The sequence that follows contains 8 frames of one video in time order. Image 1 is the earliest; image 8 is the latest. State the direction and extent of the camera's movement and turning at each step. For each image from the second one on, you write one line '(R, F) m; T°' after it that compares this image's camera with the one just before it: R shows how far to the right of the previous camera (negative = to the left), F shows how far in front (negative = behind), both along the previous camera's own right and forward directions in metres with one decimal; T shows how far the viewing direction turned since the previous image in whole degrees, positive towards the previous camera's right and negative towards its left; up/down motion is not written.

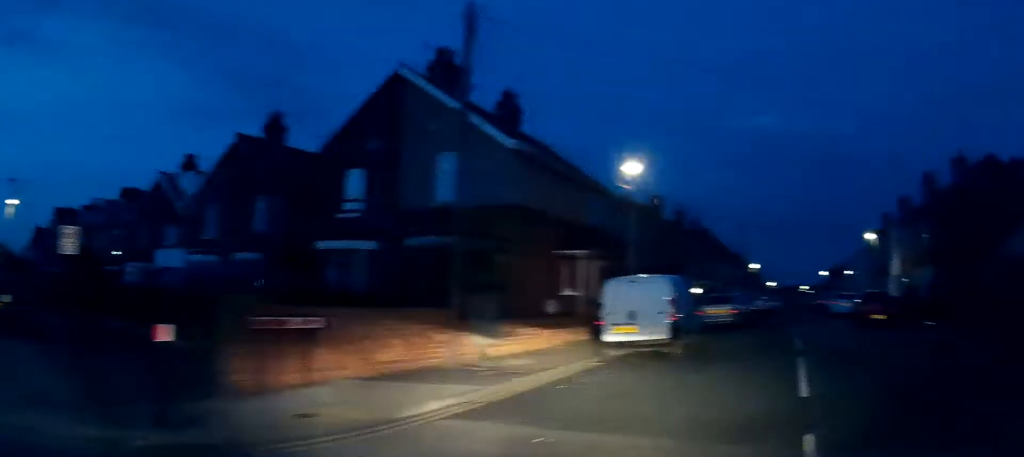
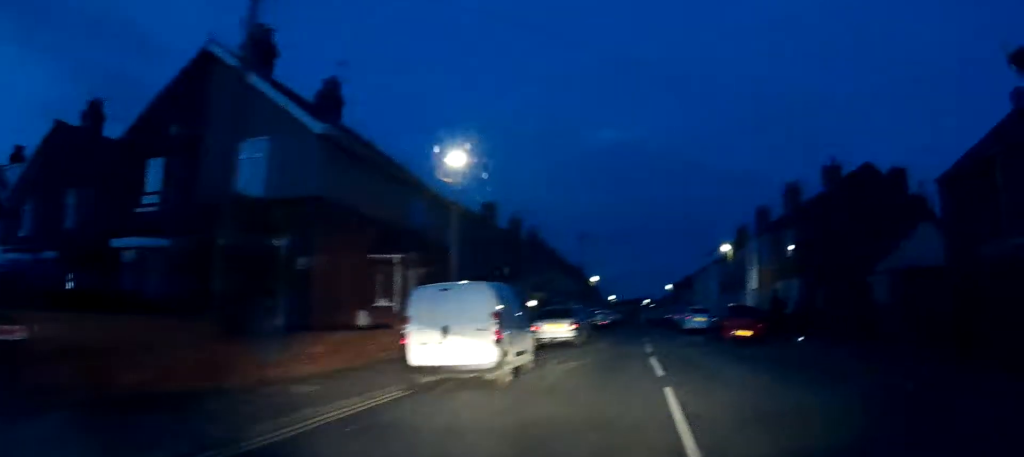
(+0.2, +2.5) m; +11°
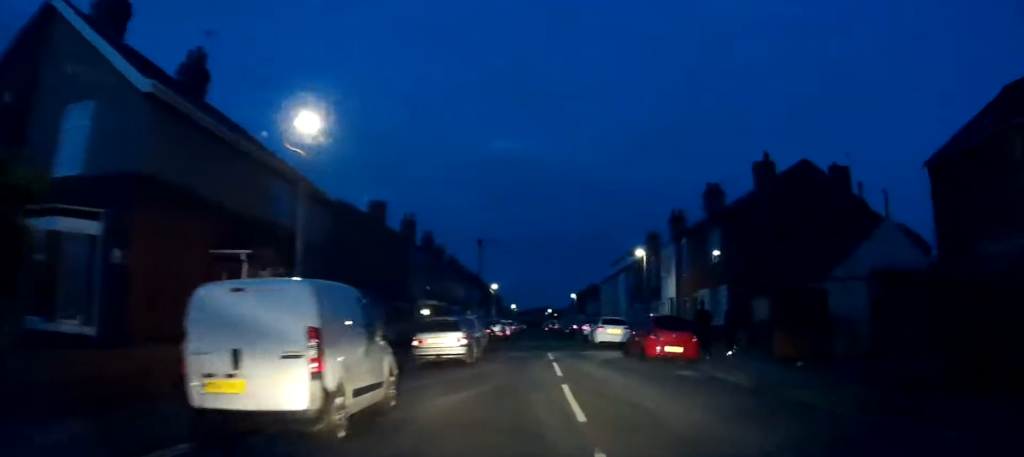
(+0.3, +3.4) m; +13°
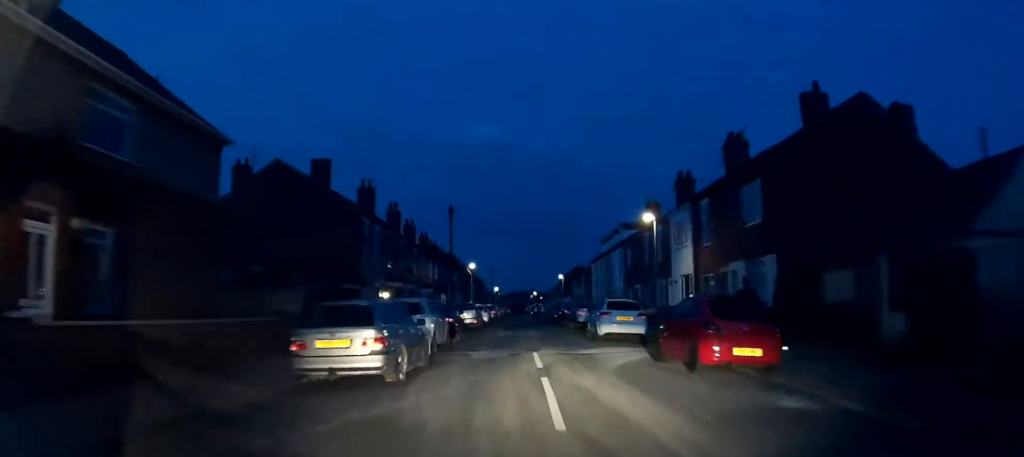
(+1.3, +7.0) m; +9°
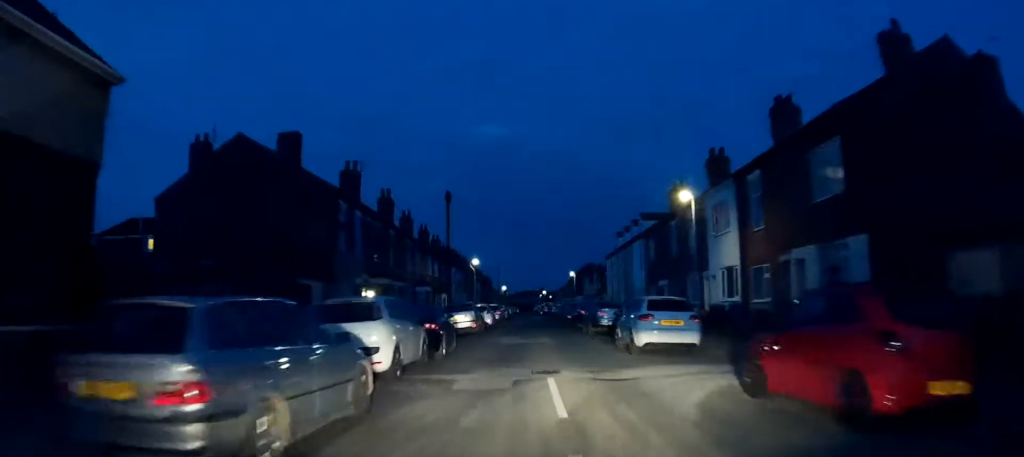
(-0.1, +5.3) m; -2°
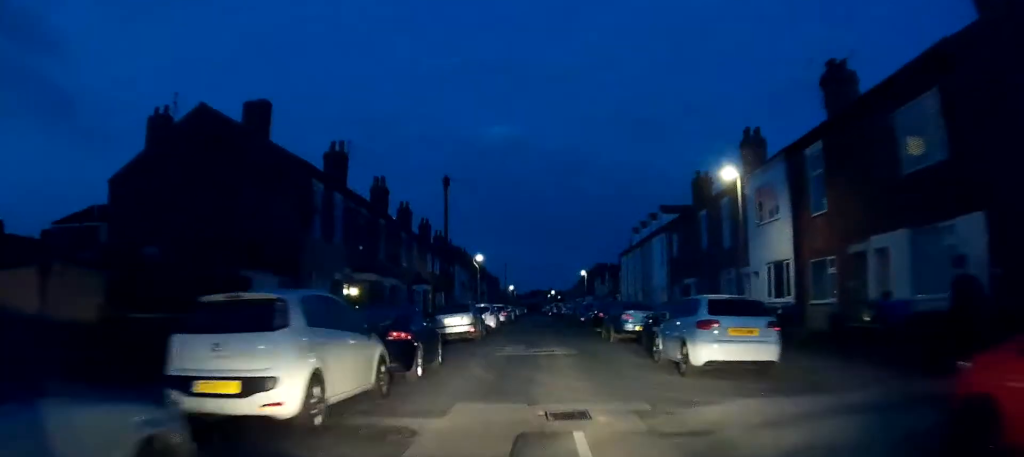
(-0.2, +4.3) m; -1°
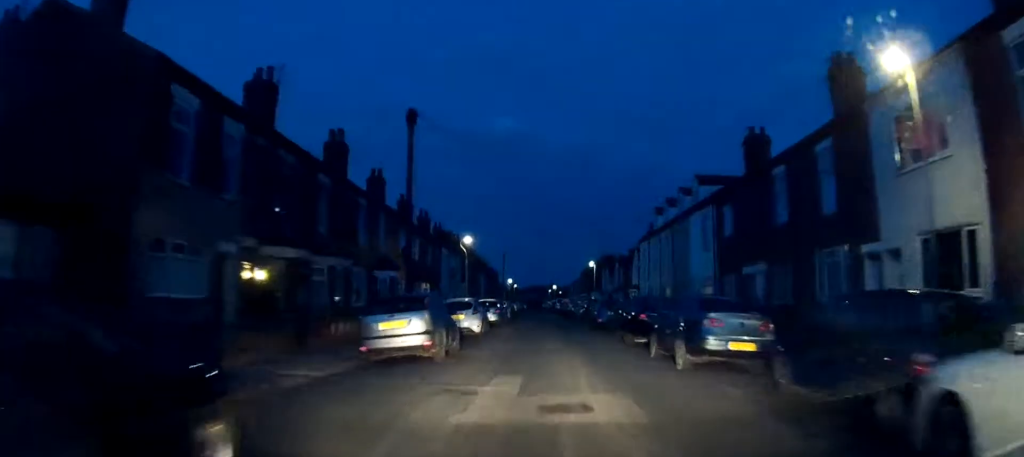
(+0.3, +9.8) m; +1°
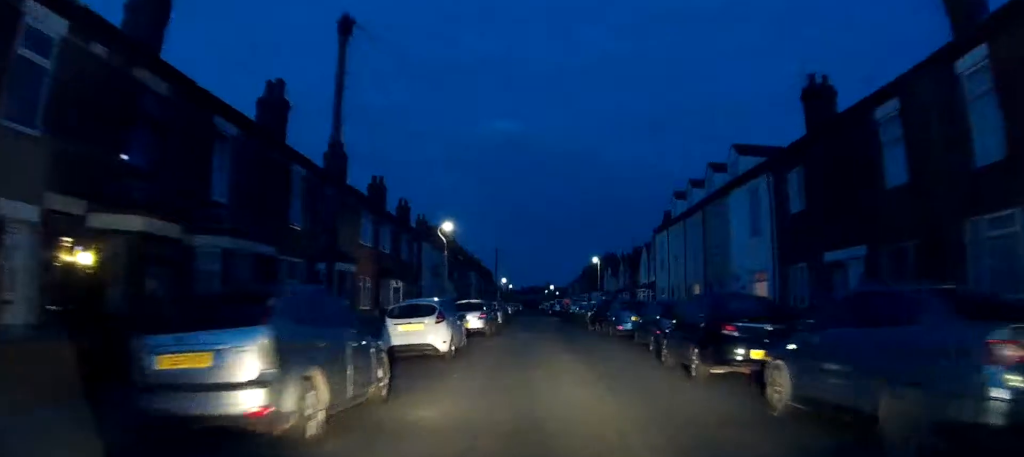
(-0.2, +7.8) m; -2°
